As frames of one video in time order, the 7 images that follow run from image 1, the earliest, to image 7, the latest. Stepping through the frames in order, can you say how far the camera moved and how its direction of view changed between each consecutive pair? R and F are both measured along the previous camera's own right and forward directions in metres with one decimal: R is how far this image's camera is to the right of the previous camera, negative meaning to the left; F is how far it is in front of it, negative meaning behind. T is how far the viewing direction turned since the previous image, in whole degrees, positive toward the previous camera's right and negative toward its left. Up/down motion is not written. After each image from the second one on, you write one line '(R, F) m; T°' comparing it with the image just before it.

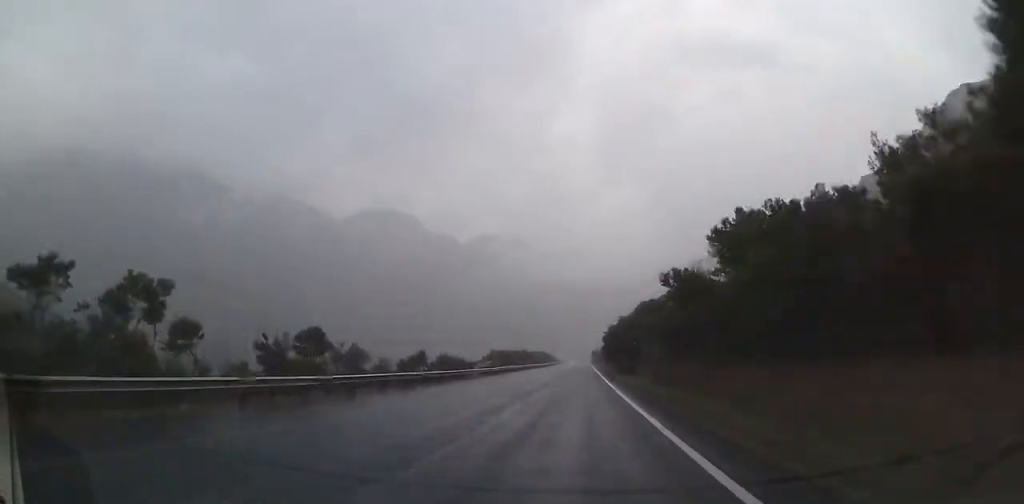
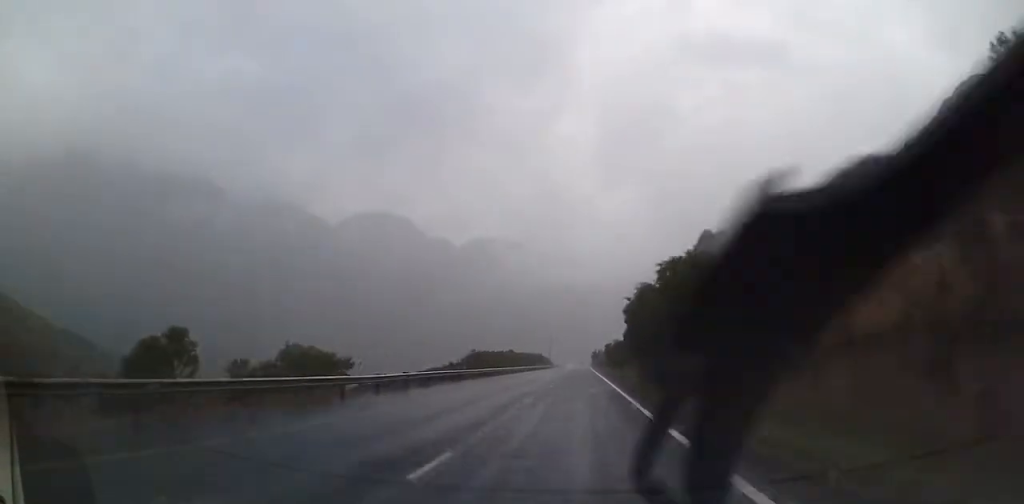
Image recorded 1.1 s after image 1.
(0.0, +31.4) m; 0°
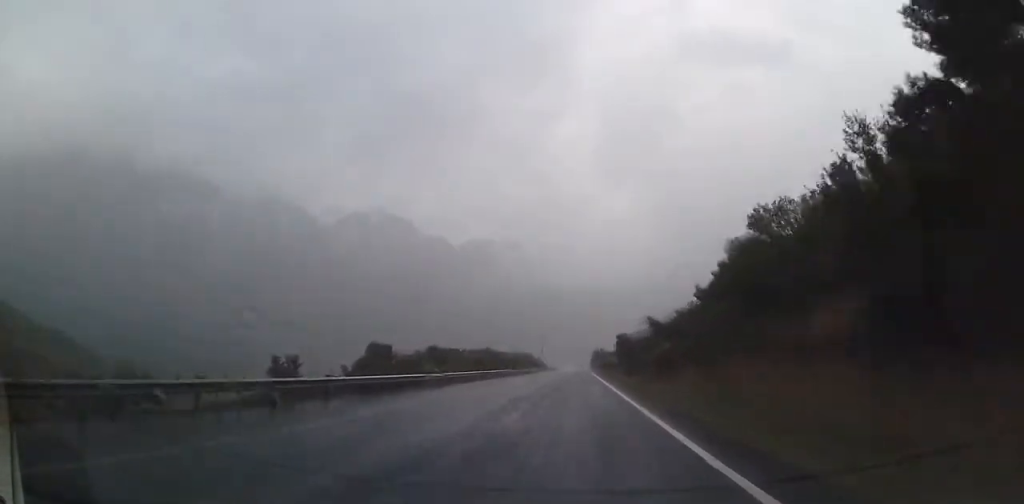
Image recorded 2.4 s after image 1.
(+0.1, +39.9) m; 0°
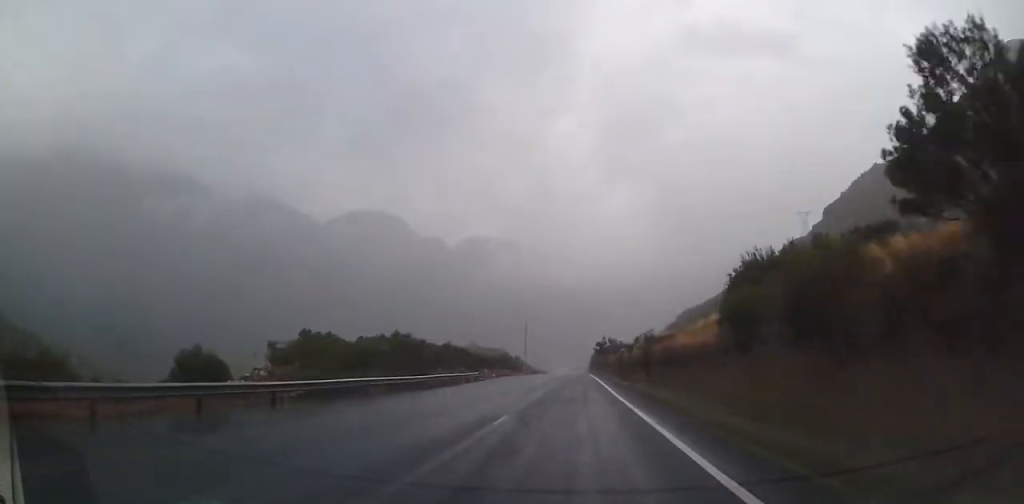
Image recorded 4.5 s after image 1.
(0.0, +60.4) m; 0°
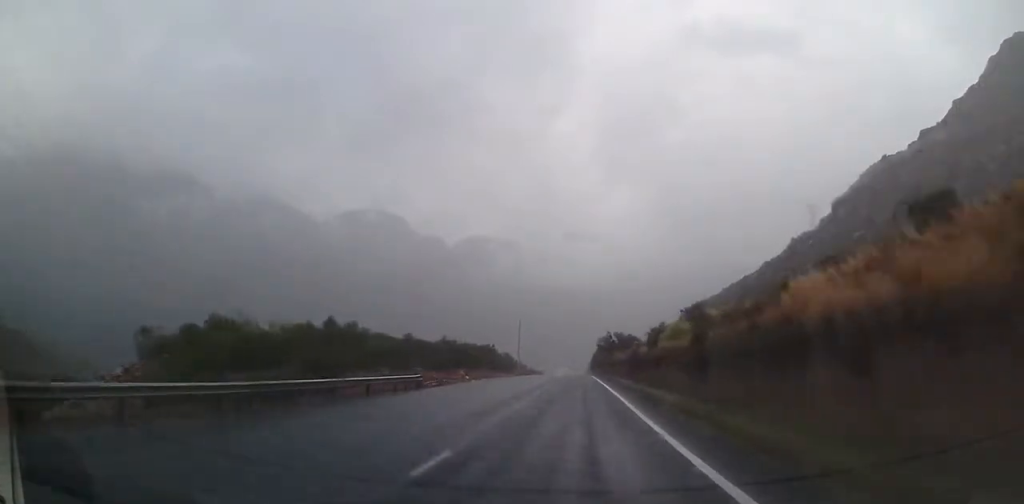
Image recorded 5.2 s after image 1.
(0.0, +18.1) m; 0°
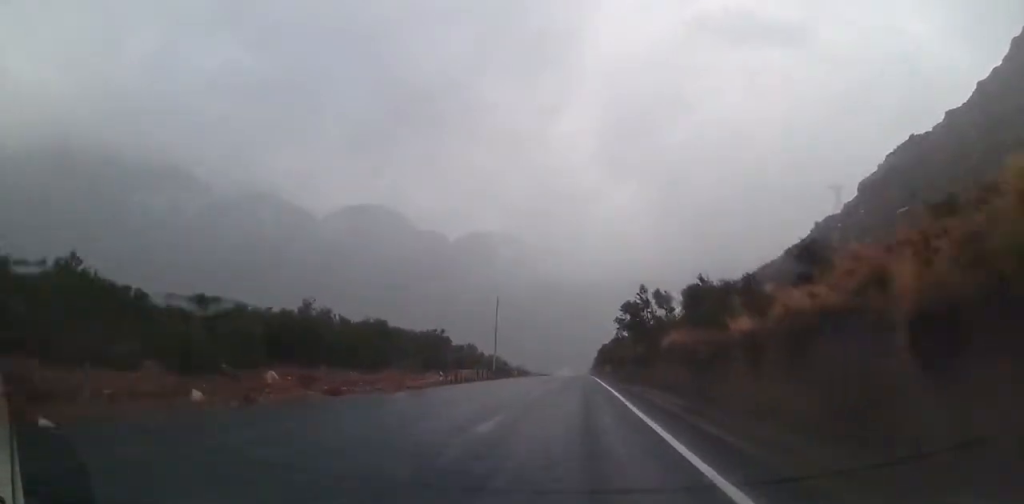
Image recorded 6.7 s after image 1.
(0.0, +42.7) m; 0°
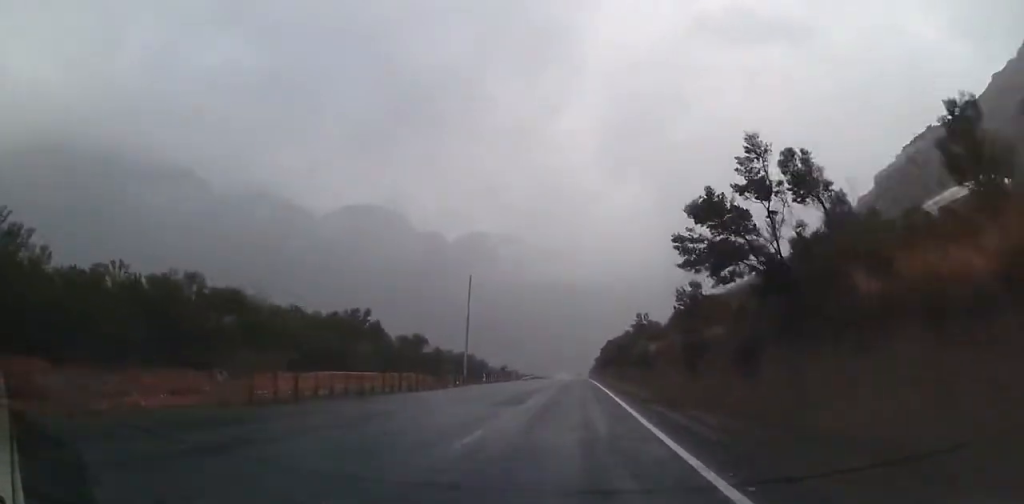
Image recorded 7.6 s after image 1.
(0.0, +25.8) m; 0°
